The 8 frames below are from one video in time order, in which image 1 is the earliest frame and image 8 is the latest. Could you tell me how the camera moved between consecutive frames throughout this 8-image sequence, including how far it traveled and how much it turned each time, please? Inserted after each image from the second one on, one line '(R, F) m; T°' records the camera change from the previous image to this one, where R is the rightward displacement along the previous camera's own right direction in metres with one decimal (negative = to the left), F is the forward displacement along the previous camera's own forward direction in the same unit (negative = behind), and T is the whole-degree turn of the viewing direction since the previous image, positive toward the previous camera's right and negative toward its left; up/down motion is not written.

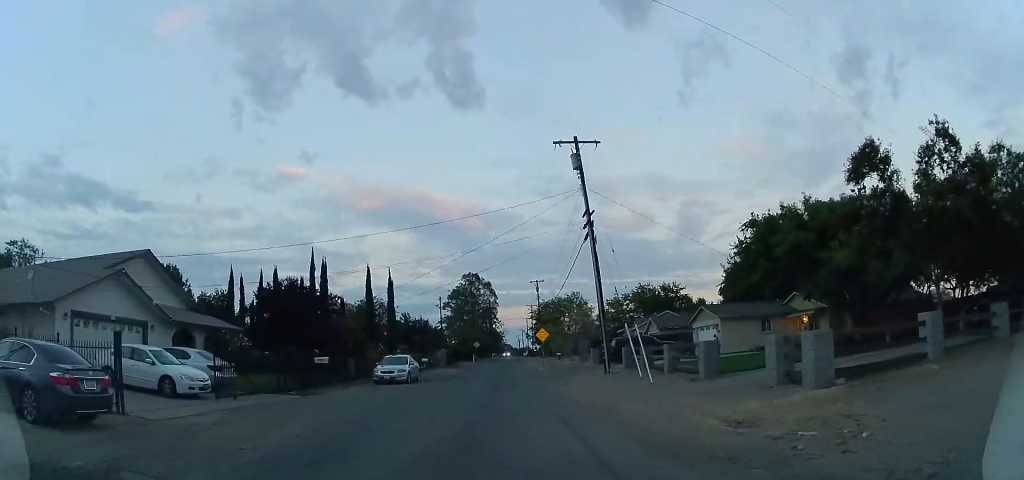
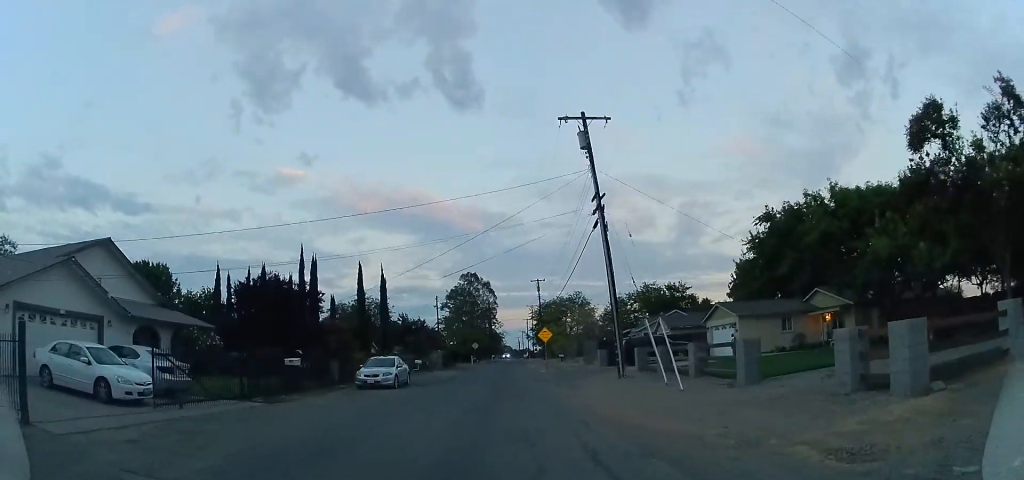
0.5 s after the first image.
(0.0, +3.1) m; 0°
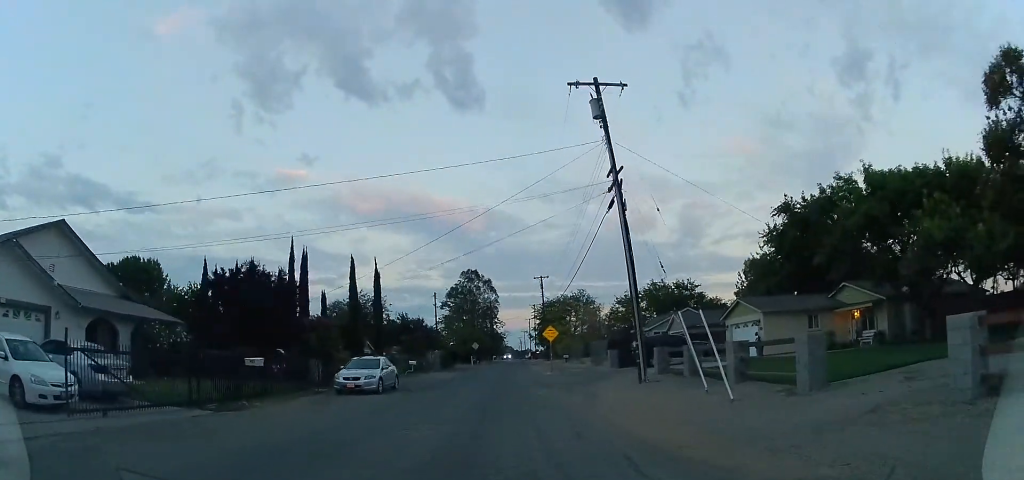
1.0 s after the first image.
(0.0, +3.3) m; 0°
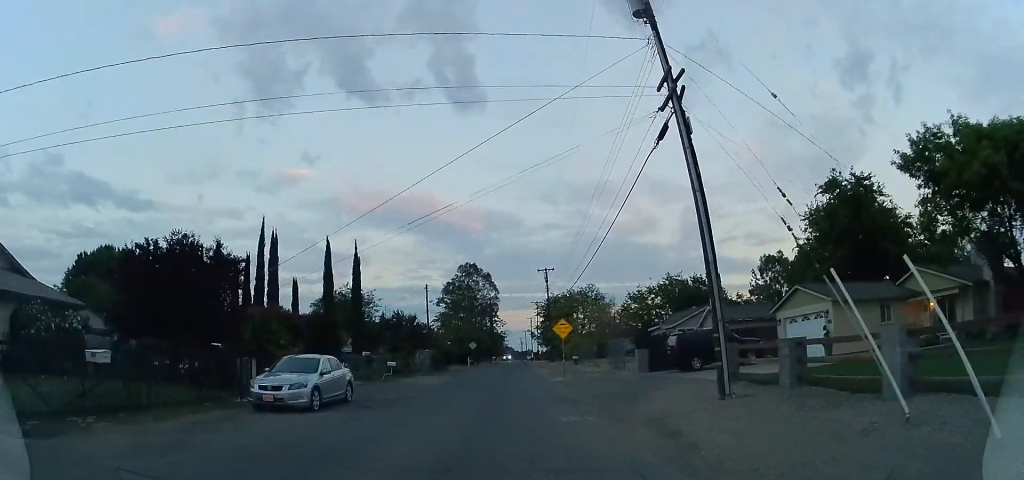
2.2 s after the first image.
(0.0, +7.3) m; 0°
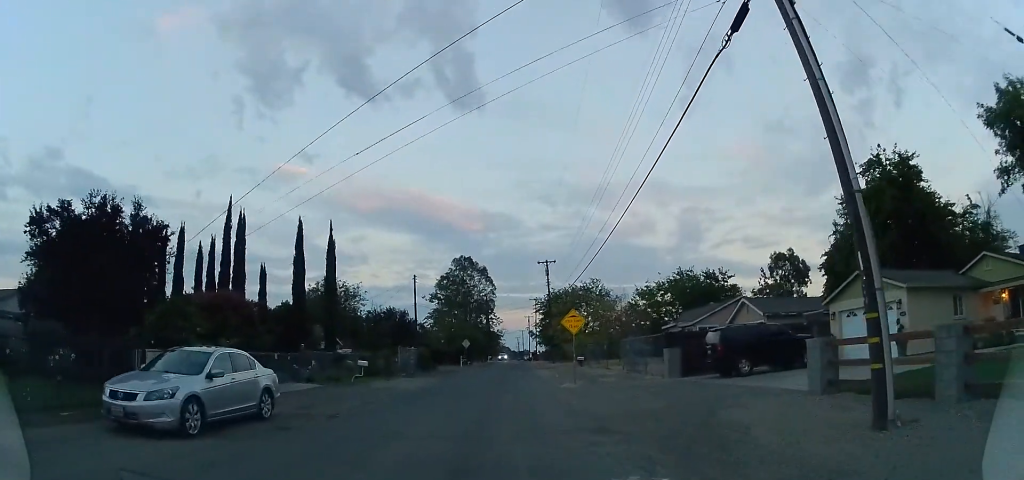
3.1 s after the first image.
(0.0, +5.5) m; 0°
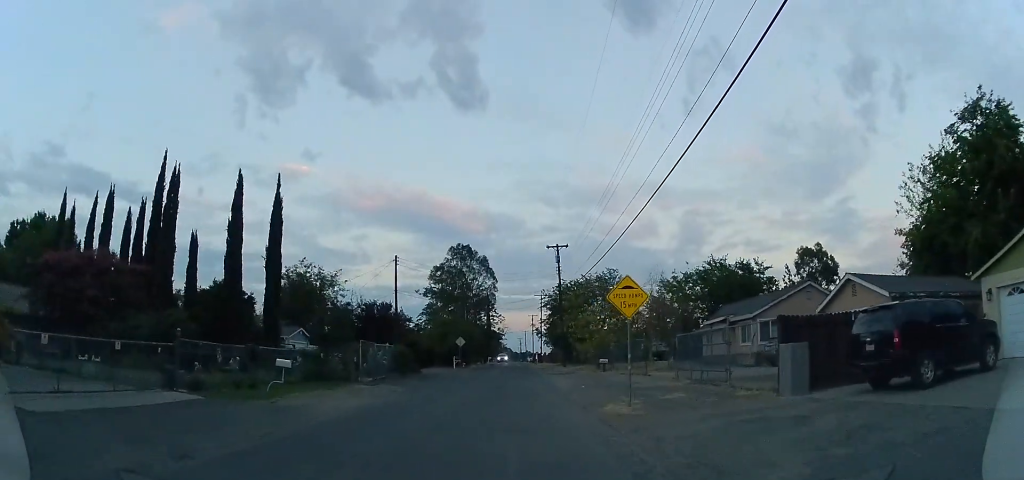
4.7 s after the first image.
(0.0, +9.6) m; 0°
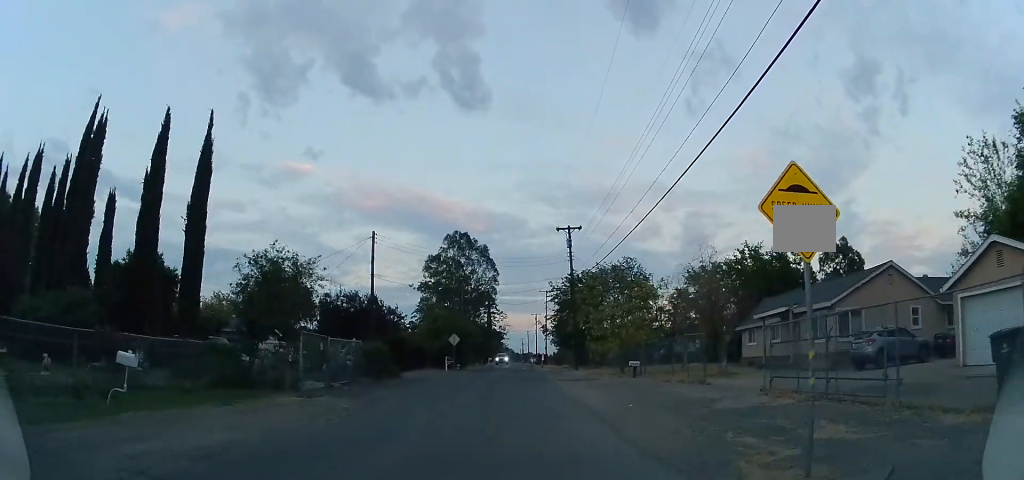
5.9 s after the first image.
(0.0, +7.8) m; 0°
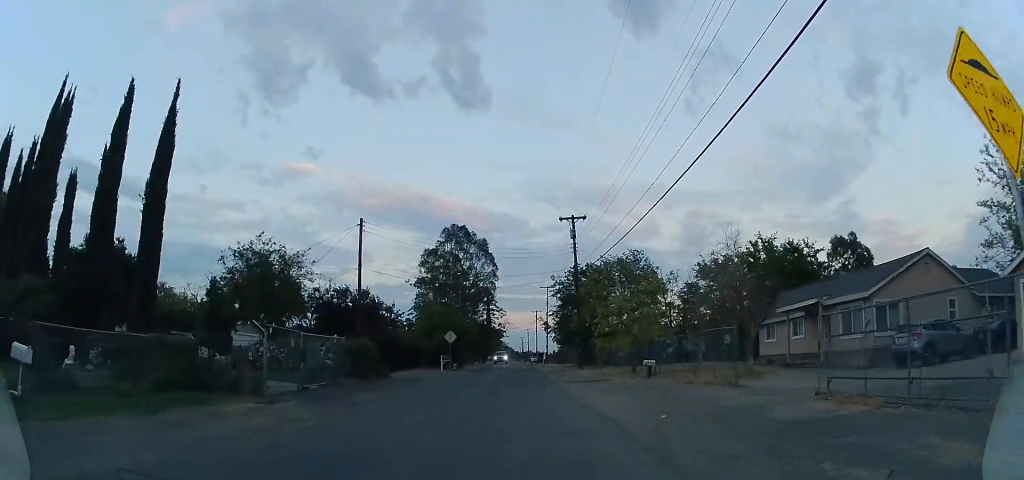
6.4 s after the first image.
(0.0, +2.8) m; 0°
